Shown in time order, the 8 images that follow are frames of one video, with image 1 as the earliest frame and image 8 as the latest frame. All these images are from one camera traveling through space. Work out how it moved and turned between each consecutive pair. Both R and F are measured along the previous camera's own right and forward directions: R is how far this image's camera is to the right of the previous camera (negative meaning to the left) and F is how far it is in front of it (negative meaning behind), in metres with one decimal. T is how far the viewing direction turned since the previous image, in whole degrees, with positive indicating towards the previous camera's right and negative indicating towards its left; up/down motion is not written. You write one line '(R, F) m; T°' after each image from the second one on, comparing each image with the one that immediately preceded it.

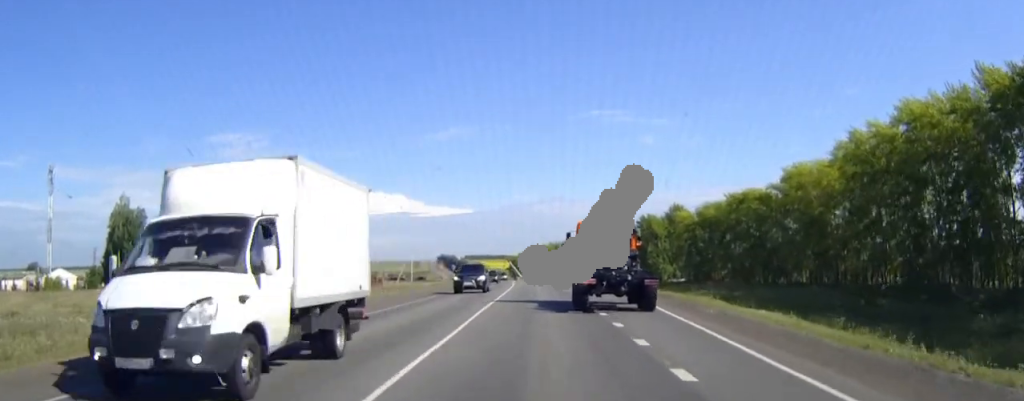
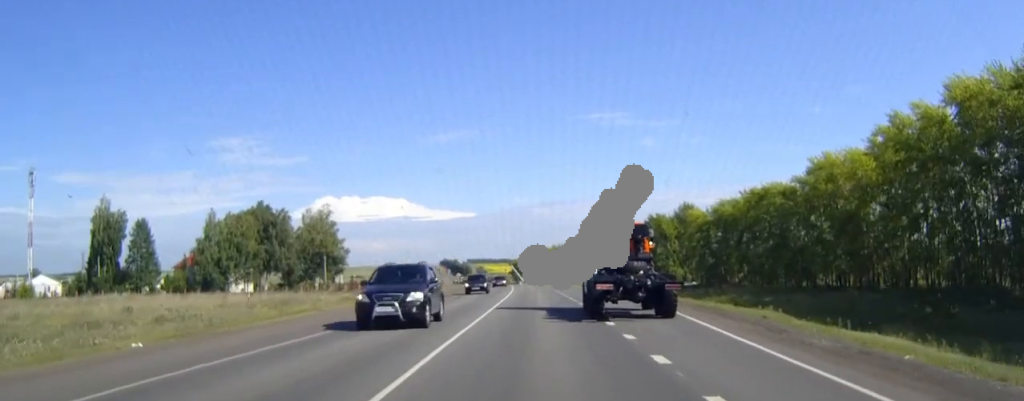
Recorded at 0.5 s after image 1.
(0.0, +9.9) m; 0°
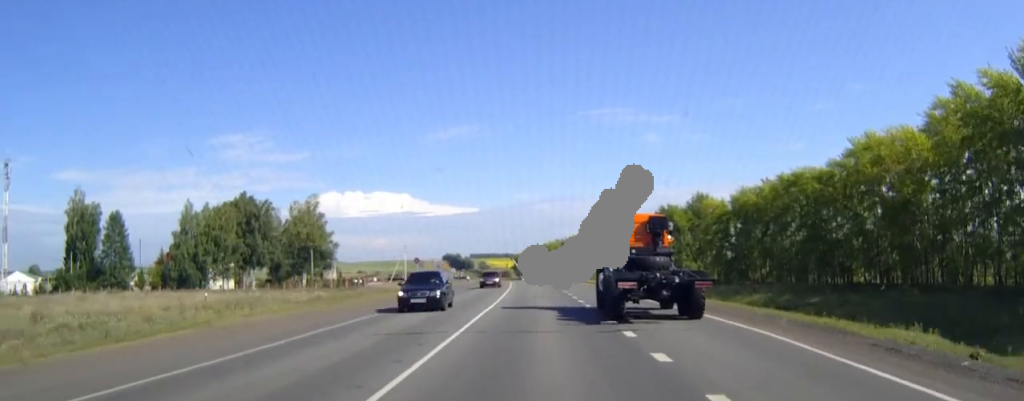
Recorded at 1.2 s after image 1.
(0.0, +11.9) m; 0°
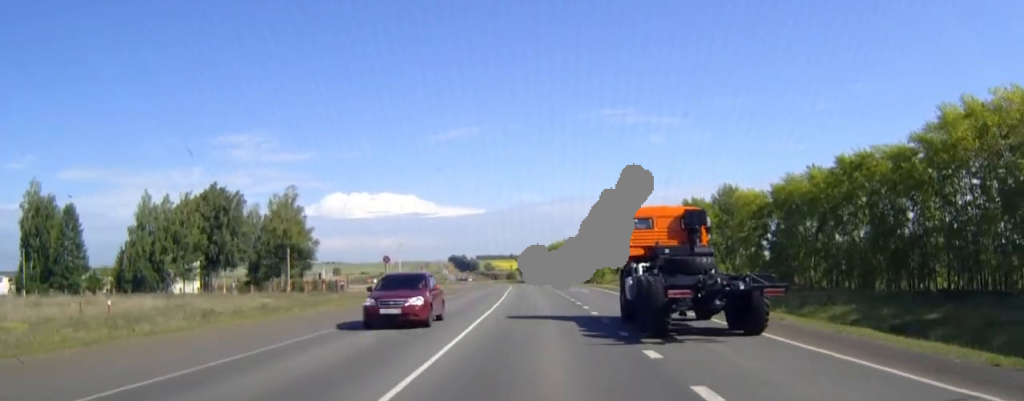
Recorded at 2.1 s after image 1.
(-0.1, +18.8) m; -1°
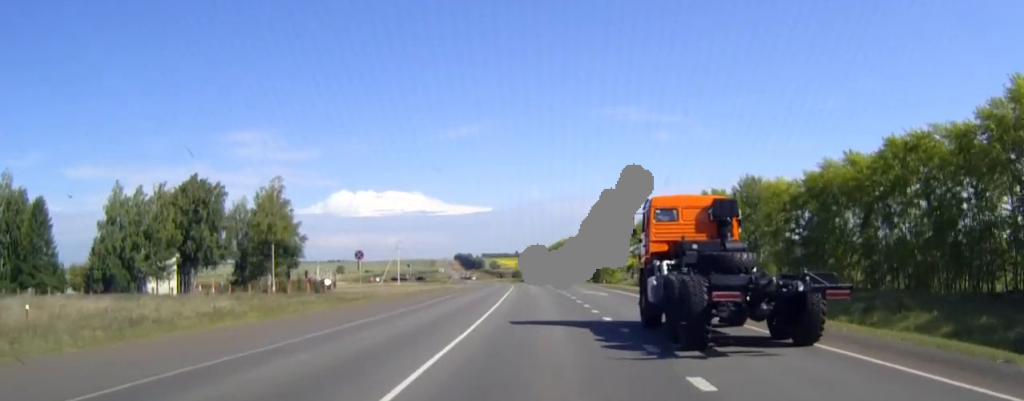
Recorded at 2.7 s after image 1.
(-0.1, +11.5) m; 0°
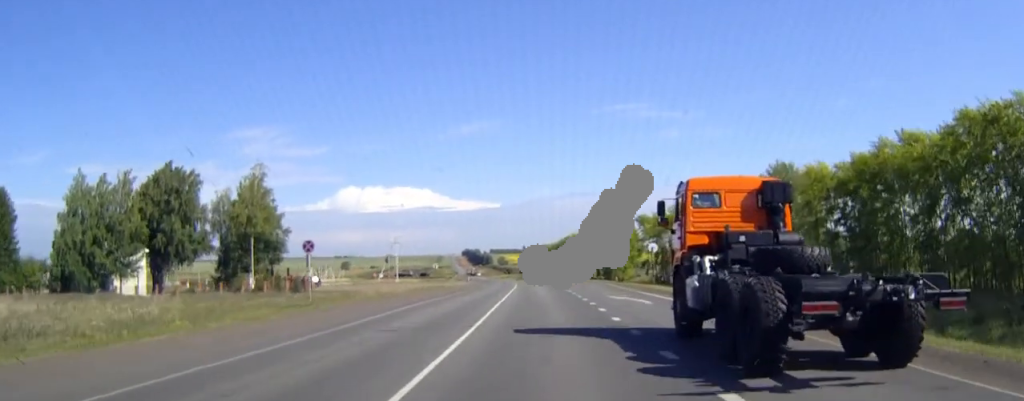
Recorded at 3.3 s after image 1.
(0.0, +13.0) m; 0°
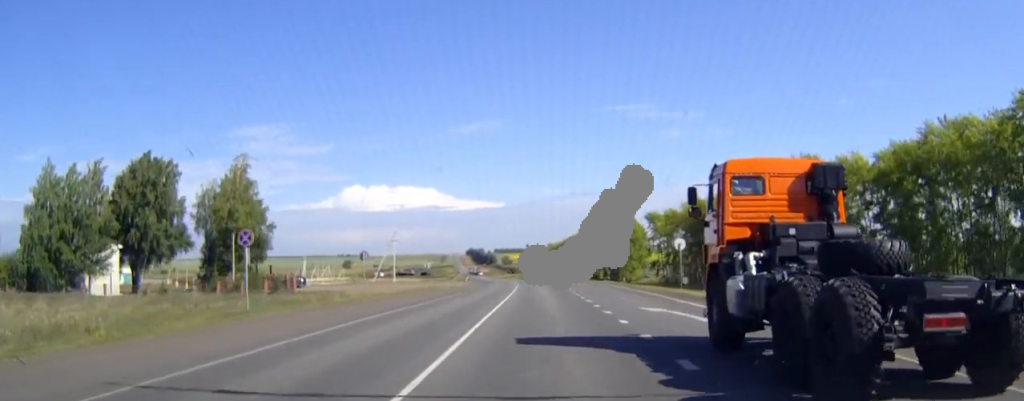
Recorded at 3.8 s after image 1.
(0.0, +9.2) m; 0°
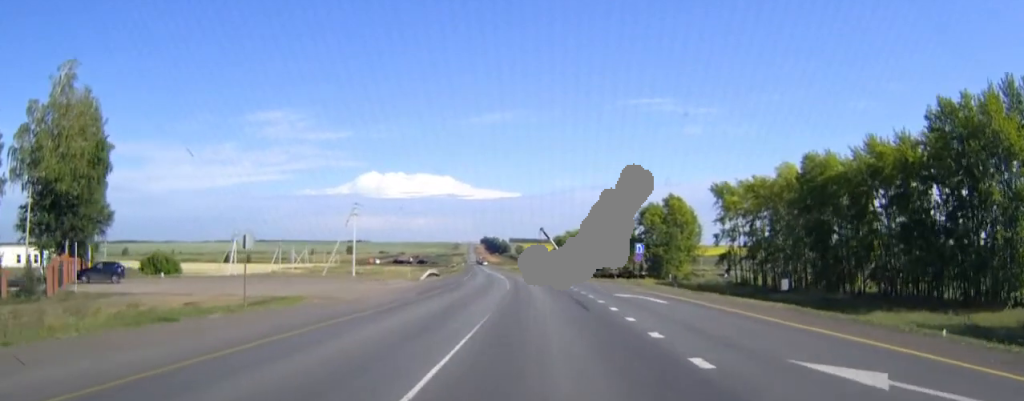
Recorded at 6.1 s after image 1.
(-0.6, +52.0) m; -1°
